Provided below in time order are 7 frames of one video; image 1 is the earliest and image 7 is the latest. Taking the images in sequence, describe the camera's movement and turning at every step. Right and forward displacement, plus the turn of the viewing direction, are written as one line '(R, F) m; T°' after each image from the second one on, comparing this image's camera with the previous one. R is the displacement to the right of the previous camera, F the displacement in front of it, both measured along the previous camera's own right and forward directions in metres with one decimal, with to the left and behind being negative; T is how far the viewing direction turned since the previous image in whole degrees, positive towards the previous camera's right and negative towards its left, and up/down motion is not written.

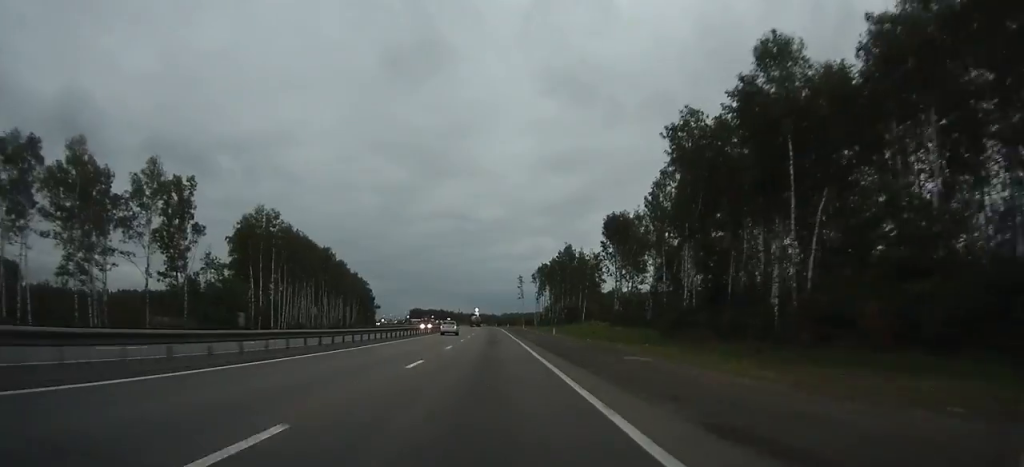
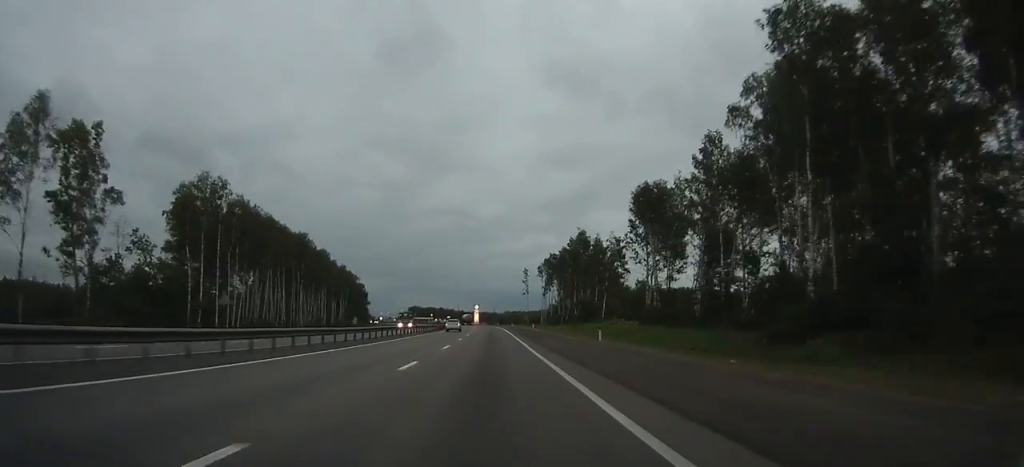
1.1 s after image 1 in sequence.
(0.0, +24.9) m; 0°
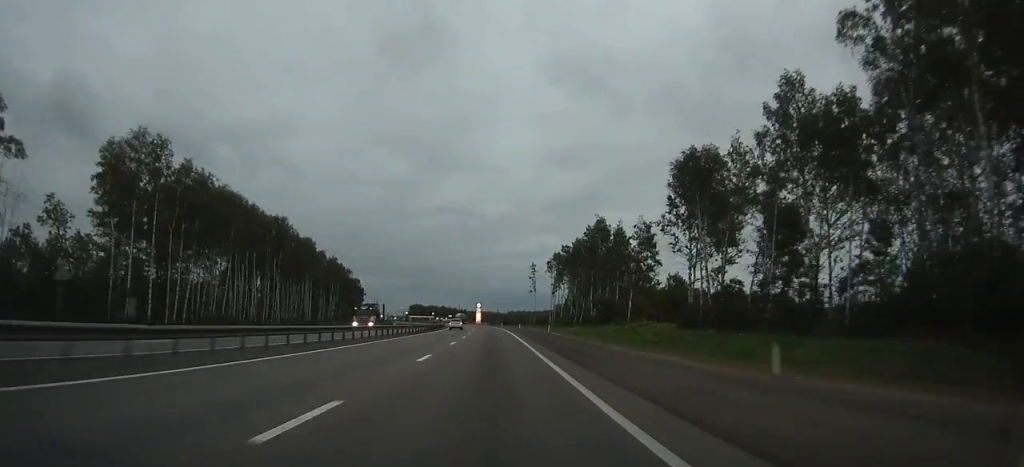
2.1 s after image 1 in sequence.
(0.0, +20.6) m; 0°
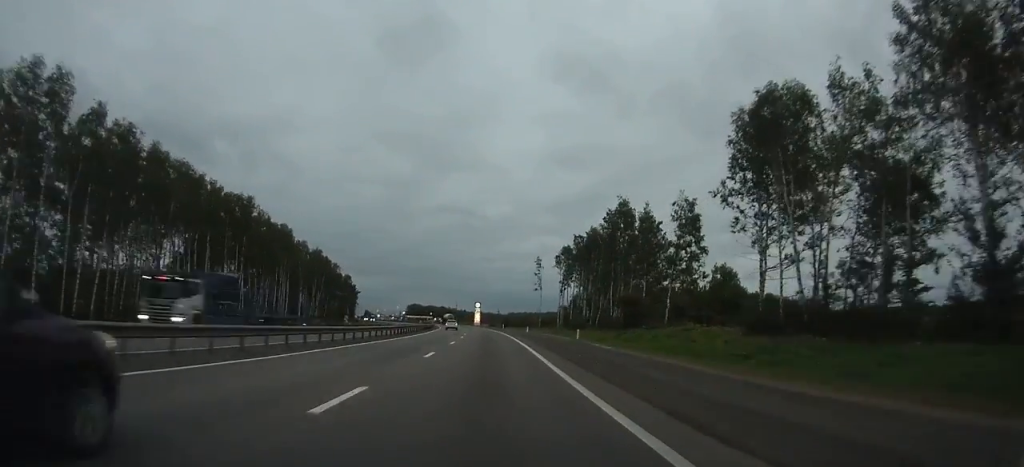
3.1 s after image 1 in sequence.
(0.0, +22.1) m; 0°
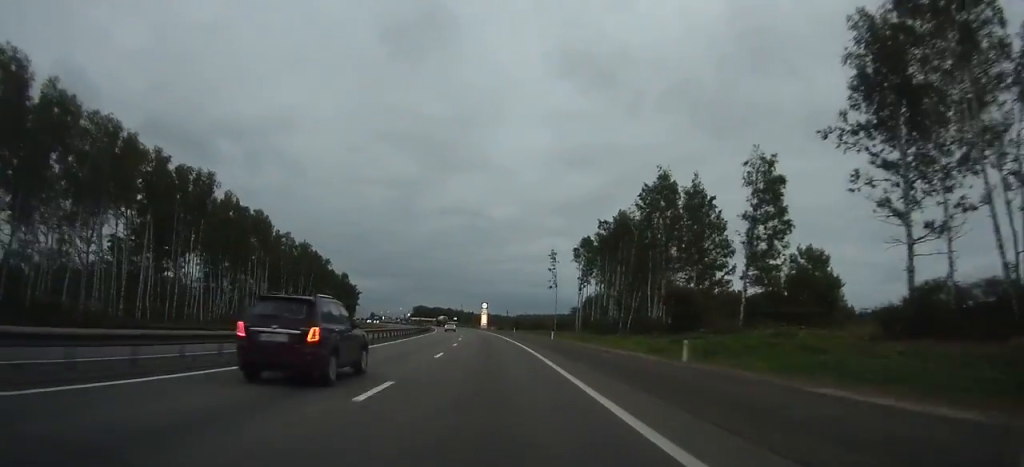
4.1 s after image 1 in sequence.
(0.0, +22.2) m; 0°
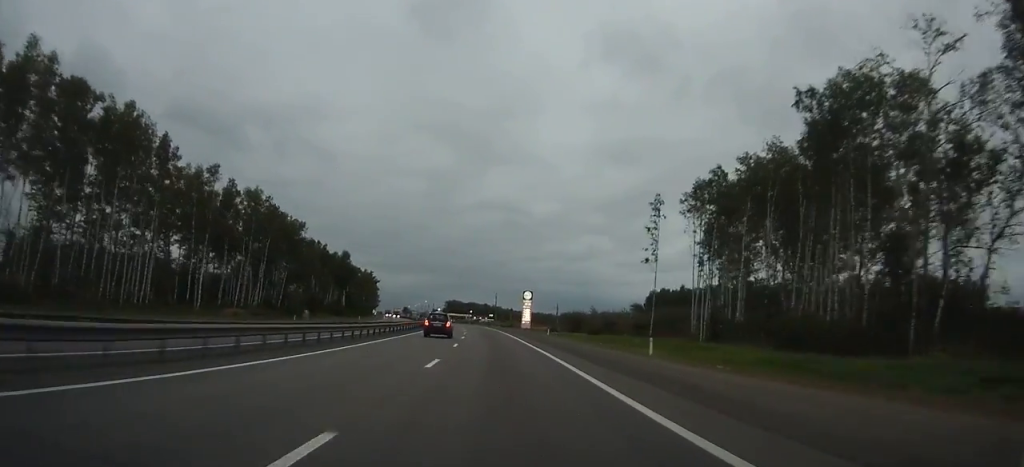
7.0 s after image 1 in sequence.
(-1.1, +65.5) m; -2°
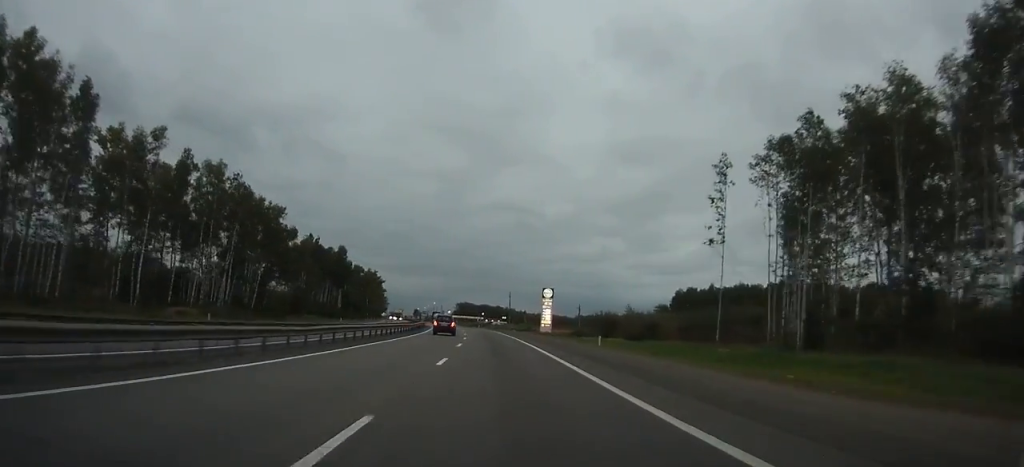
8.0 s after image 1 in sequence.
(-0.2, +22.4) m; -1°
